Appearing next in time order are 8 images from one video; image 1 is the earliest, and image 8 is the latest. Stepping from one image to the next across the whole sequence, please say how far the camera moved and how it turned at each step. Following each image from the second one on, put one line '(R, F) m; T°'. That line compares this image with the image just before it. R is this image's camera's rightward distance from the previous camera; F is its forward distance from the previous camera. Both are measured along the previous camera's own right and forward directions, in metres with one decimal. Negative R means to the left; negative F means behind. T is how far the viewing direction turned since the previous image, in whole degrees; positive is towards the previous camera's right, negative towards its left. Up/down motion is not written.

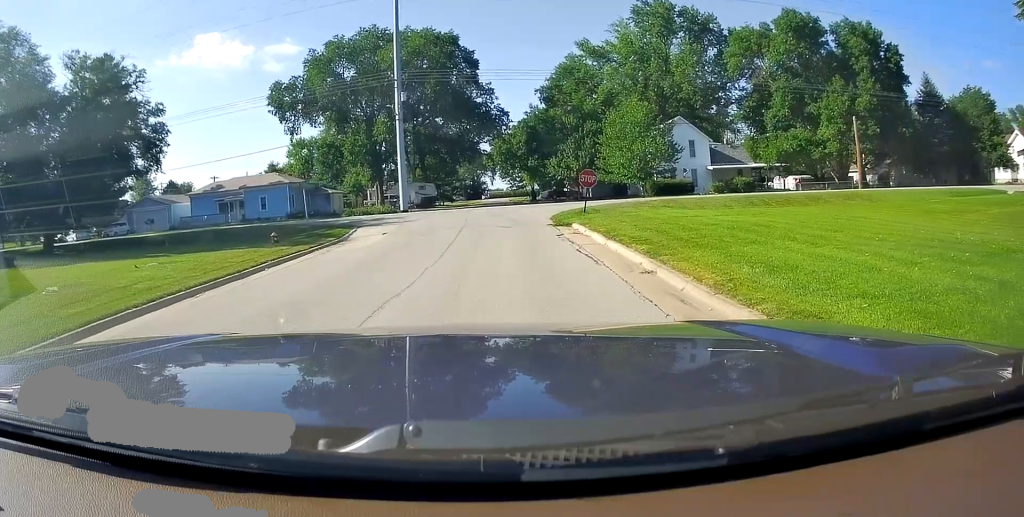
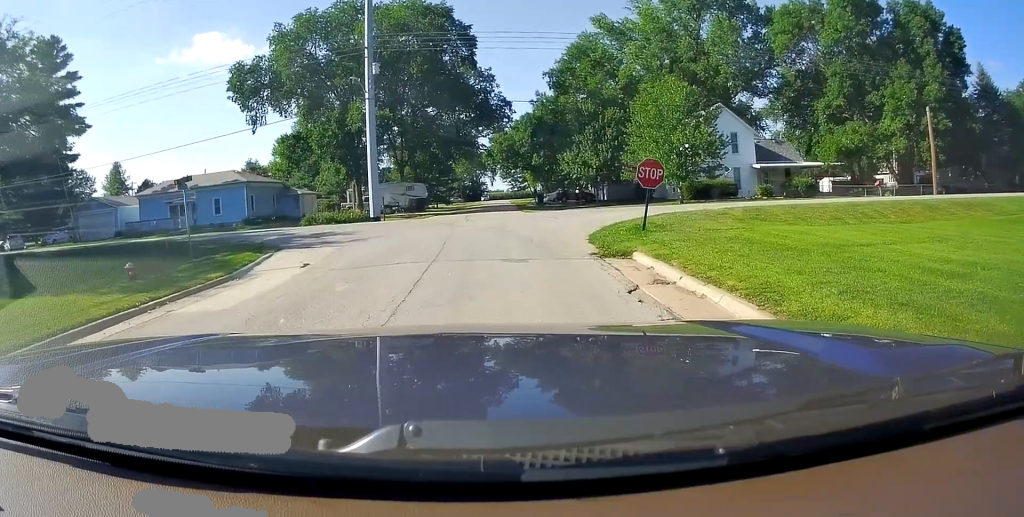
(+0.6, +11.7) m; -1°
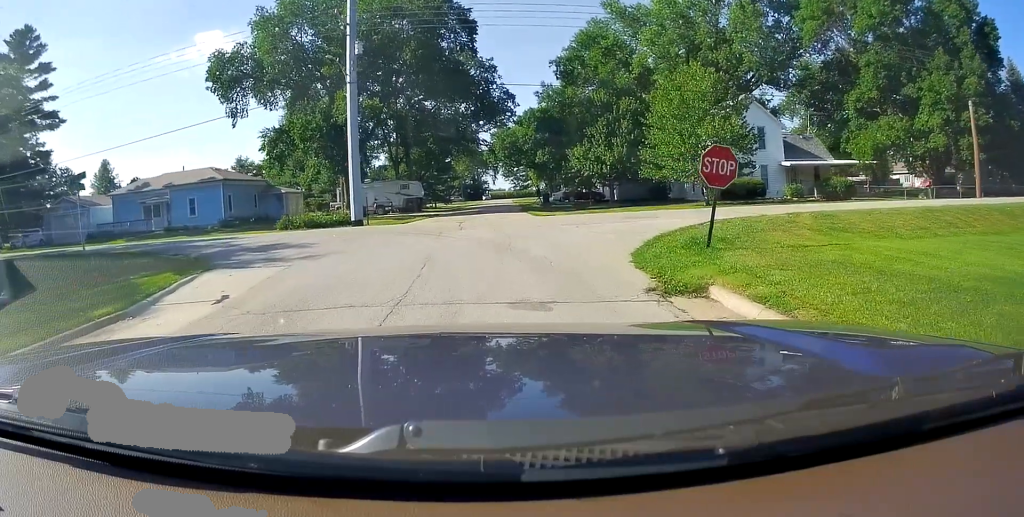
(-0.4, +6.3) m; -4°
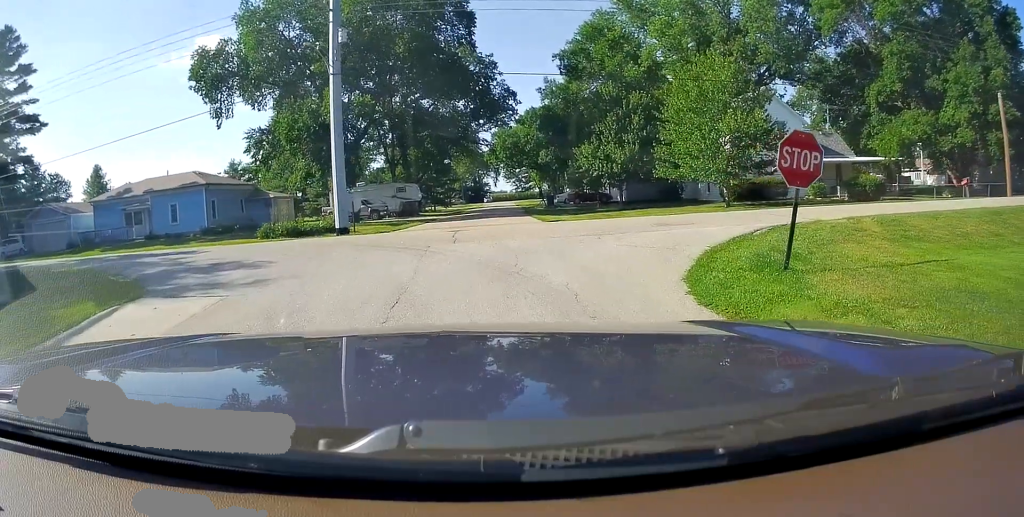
(0.0, +4.5) m; 0°
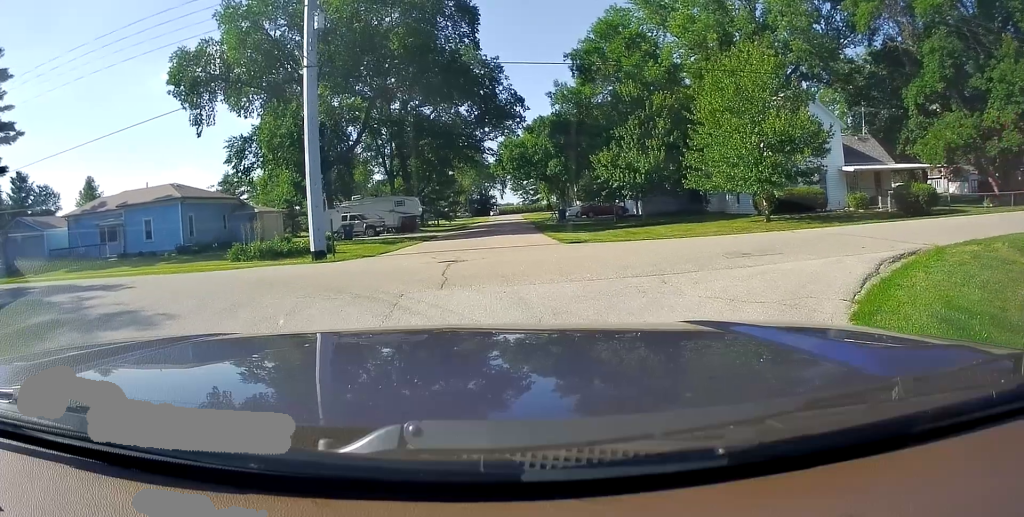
(0.0, +6.5) m; +2°
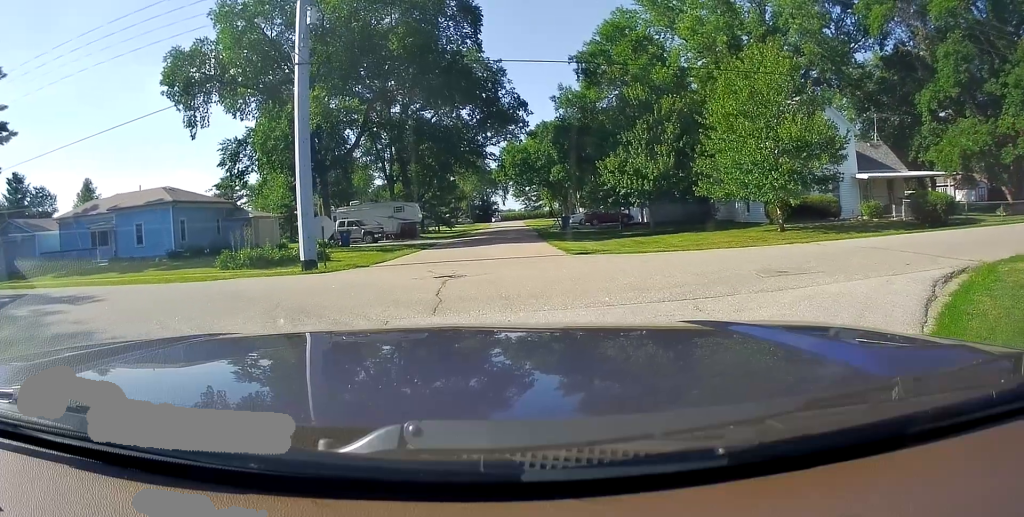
(-0.1, +2.3) m; +6°
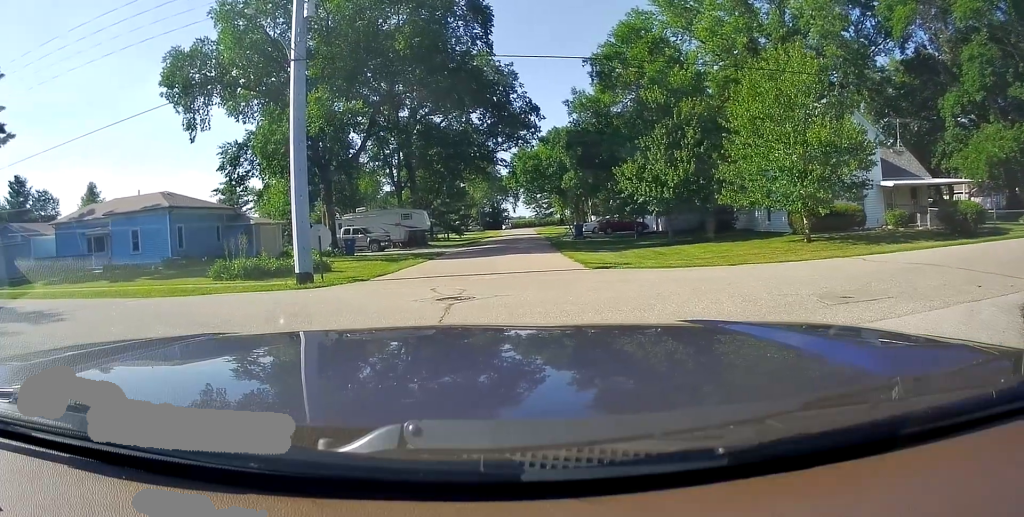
(+0.4, +3.5) m; -2°
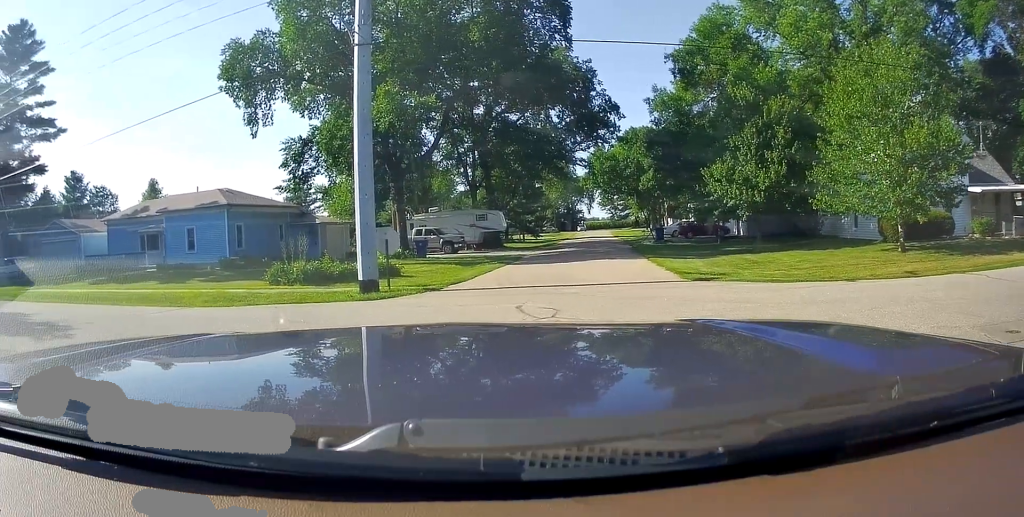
(-0.8, +3.1) m; -22°
